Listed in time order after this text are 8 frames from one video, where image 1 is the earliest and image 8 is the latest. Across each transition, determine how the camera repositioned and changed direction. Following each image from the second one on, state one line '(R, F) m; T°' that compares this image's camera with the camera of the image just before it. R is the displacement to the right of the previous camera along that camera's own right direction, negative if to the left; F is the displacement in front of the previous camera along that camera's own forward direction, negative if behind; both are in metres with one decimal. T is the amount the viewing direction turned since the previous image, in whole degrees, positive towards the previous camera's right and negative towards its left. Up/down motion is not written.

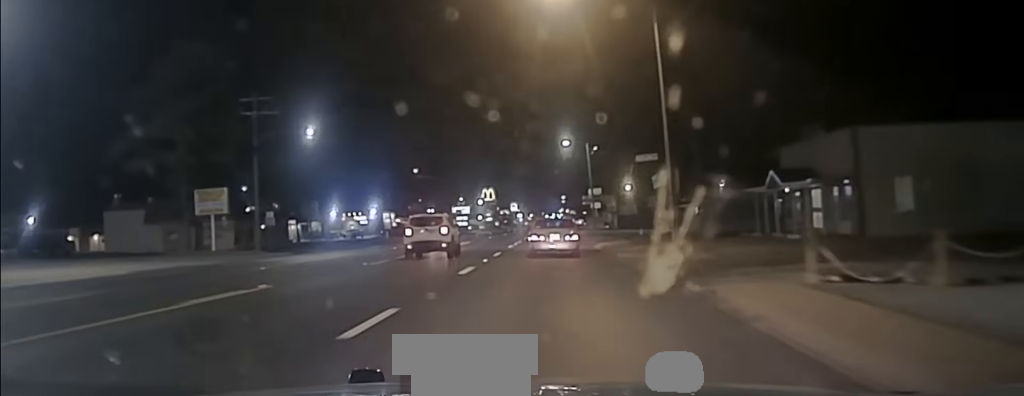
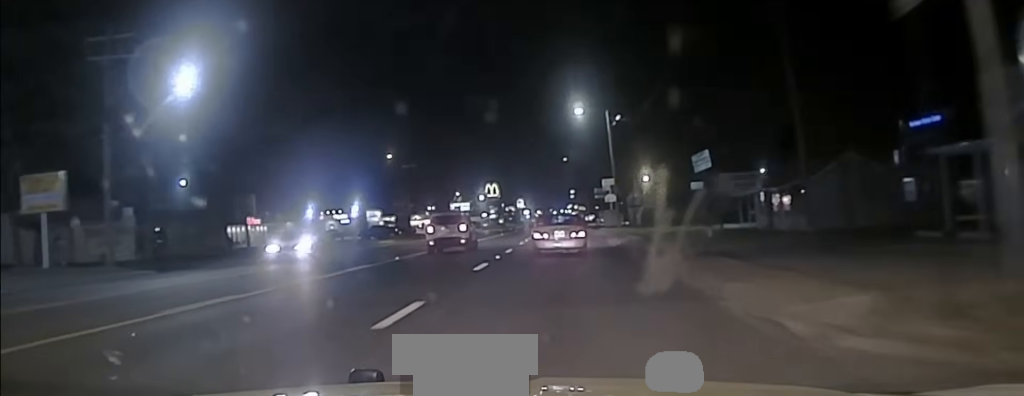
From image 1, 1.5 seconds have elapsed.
(+0.1, +24.9) m; +1°
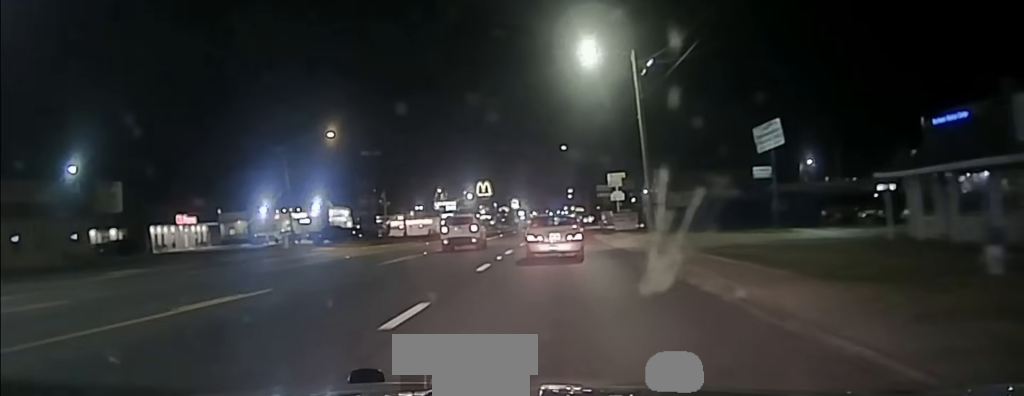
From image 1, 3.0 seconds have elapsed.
(+0.3, +25.3) m; 0°
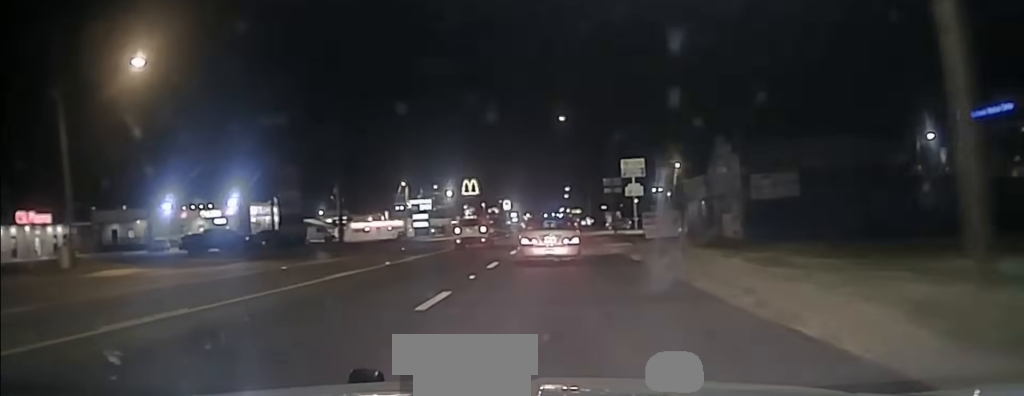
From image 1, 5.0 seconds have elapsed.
(-0.4, +34.0) m; 0°
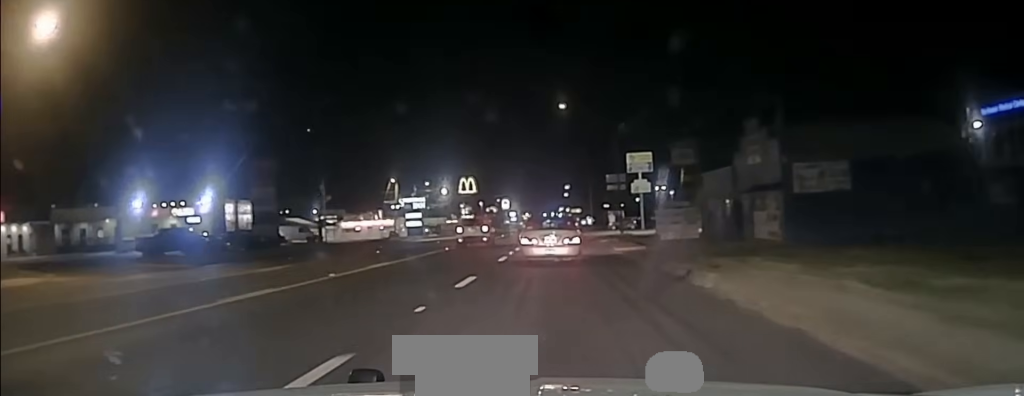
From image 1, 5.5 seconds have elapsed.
(0.0, +7.8) m; 0°
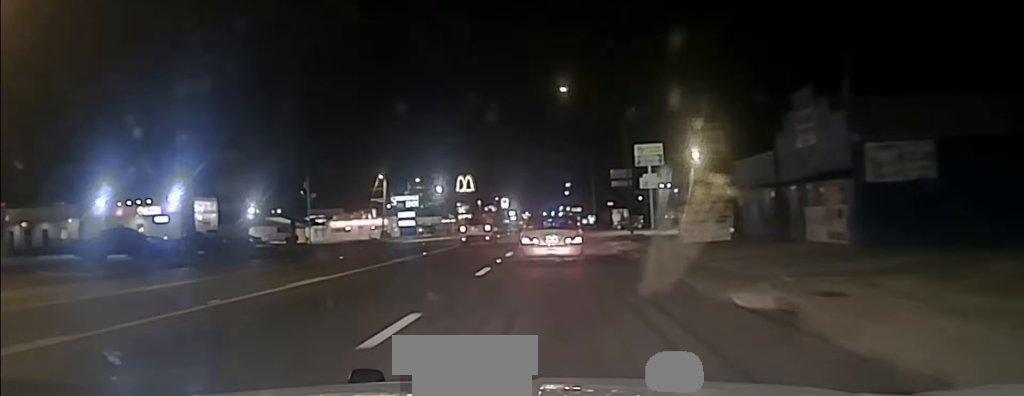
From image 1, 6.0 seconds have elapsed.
(0.0, +8.1) m; 0°
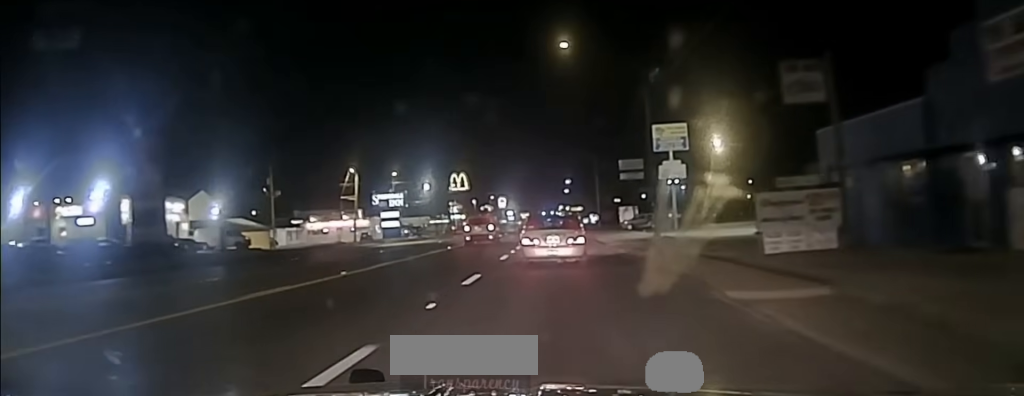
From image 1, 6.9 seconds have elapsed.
(+0.2, +15.2) m; +1°
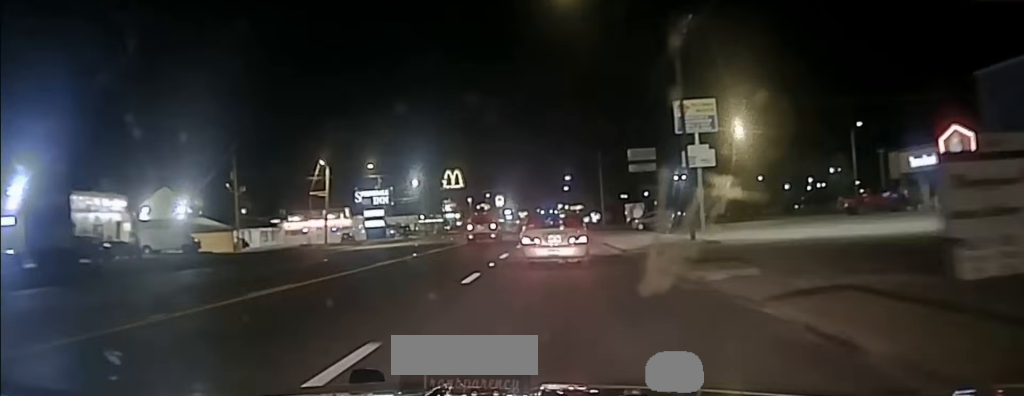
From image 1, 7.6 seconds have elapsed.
(0.0, +12.0) m; 0°
